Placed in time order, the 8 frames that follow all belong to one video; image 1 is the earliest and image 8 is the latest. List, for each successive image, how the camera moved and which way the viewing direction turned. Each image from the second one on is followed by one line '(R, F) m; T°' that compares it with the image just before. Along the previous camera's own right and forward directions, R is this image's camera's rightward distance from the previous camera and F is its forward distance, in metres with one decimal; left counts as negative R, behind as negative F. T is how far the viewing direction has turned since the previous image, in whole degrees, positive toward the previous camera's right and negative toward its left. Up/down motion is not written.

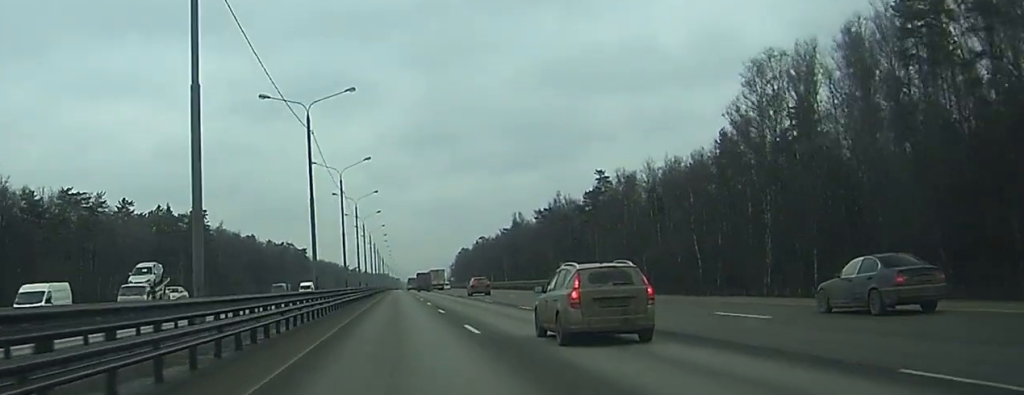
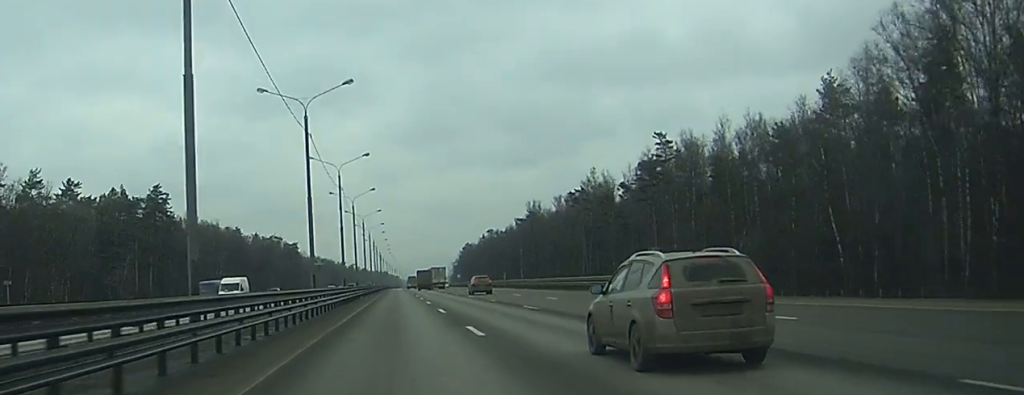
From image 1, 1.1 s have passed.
(-0.1, +34.2) m; 0°
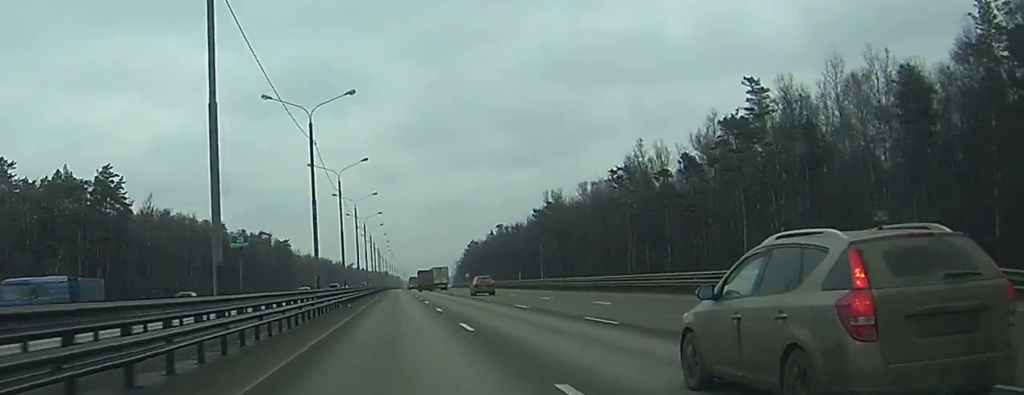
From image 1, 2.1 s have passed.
(-0.1, +28.8) m; 0°
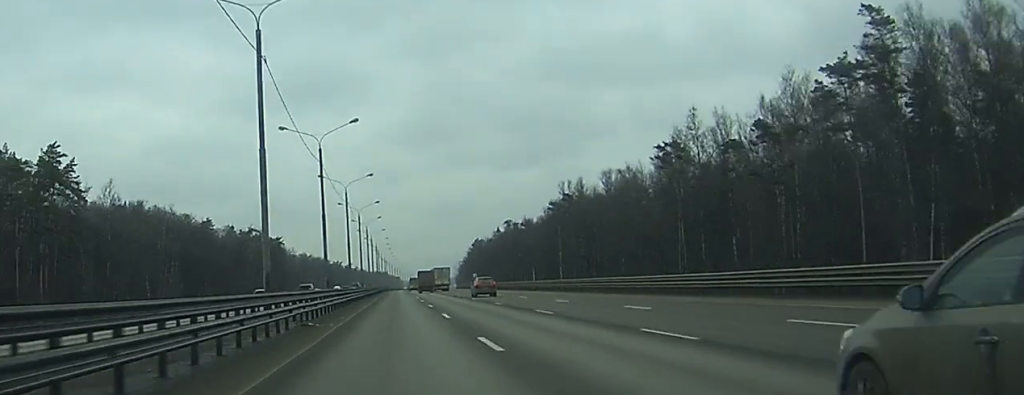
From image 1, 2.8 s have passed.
(0.0, +21.2) m; 0°
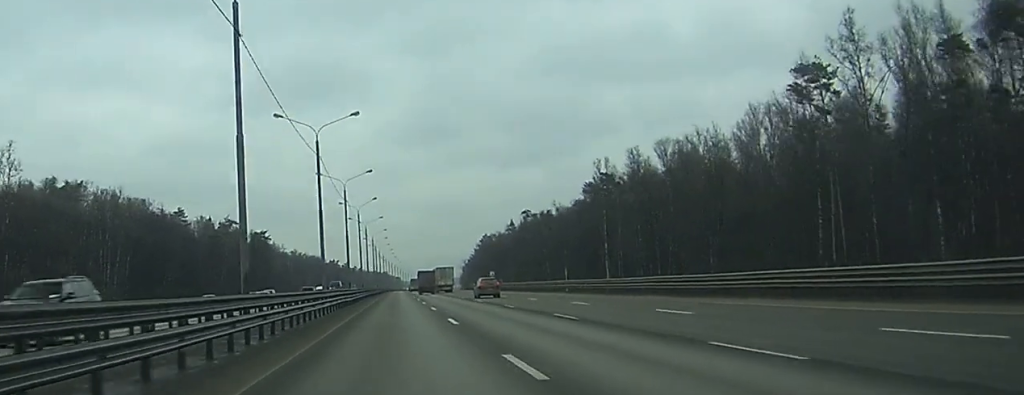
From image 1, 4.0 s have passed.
(0.0, +33.4) m; 0°
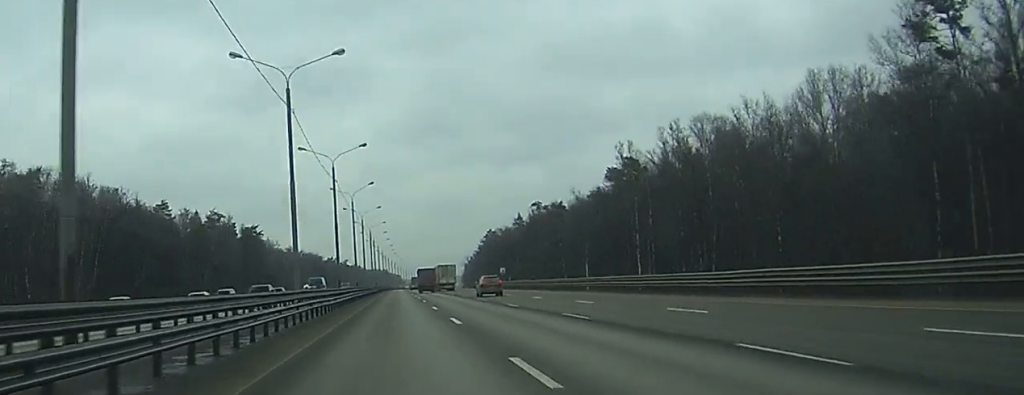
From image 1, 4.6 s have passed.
(+0.1, +15.4) m; 0°
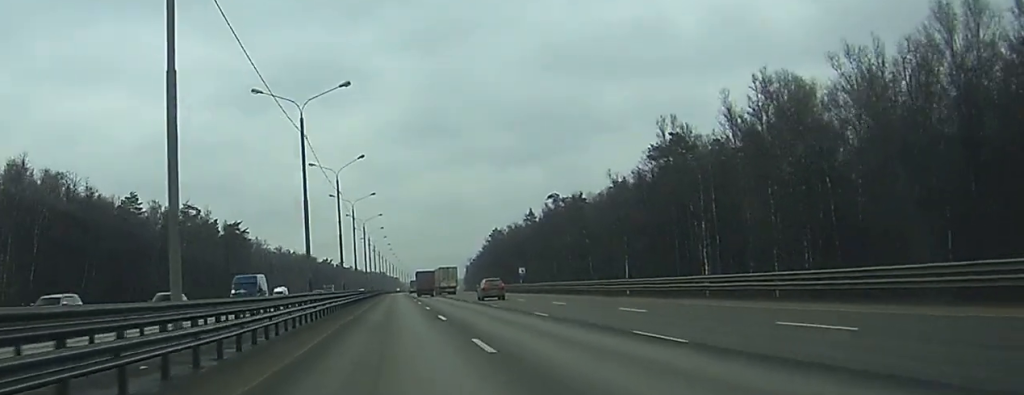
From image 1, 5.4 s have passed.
(-0.3, +22.9) m; 0°
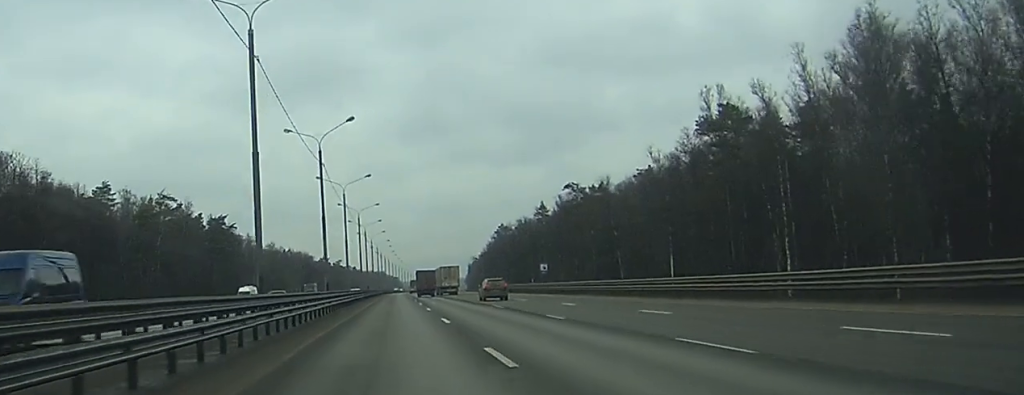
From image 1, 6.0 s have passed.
(+0.1, +19.0) m; +1°
